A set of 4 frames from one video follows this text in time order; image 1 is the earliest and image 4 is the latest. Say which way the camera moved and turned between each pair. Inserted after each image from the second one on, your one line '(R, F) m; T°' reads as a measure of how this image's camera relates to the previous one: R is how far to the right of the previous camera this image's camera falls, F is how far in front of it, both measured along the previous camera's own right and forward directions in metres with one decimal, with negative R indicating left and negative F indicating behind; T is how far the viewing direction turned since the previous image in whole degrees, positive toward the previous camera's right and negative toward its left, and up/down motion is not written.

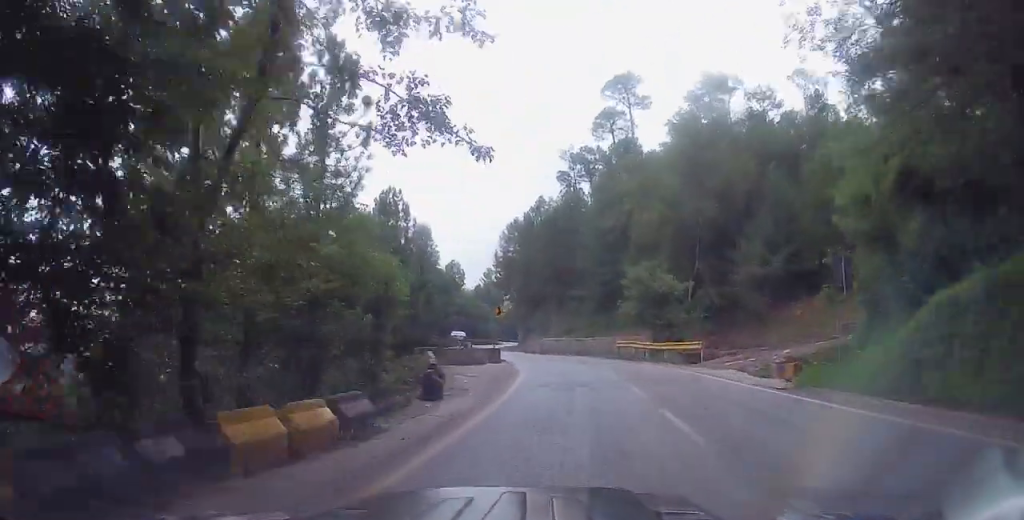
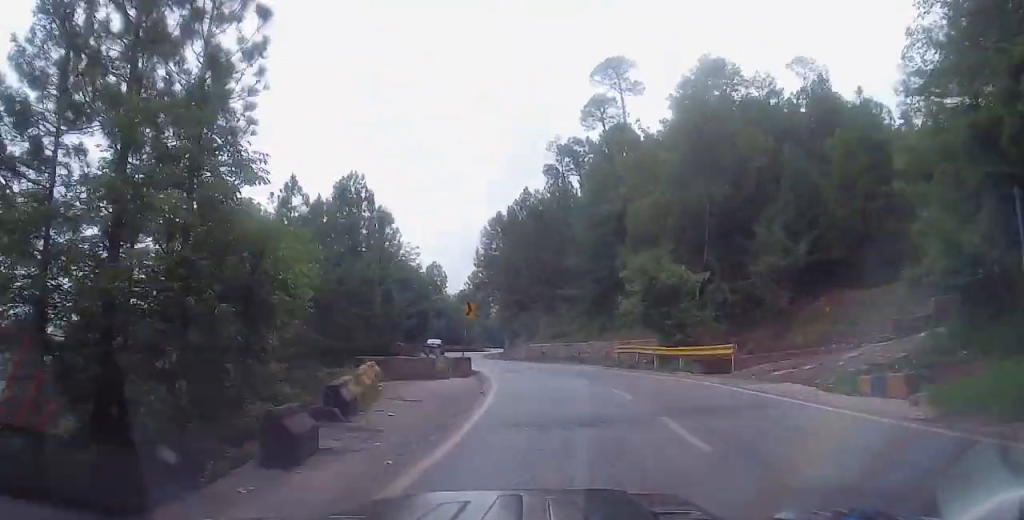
(+0.1, +6.5) m; +1°
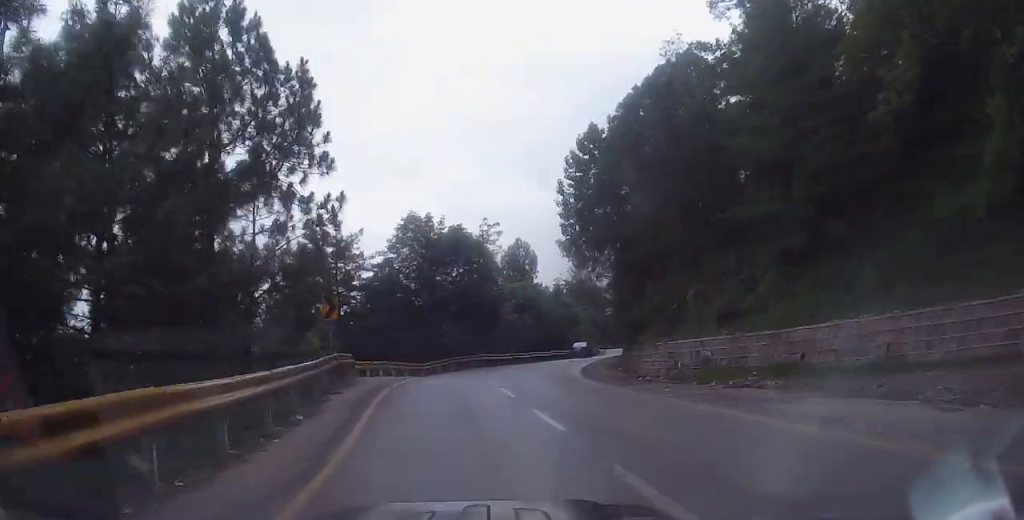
(-1.7, +27.2) m; -14°
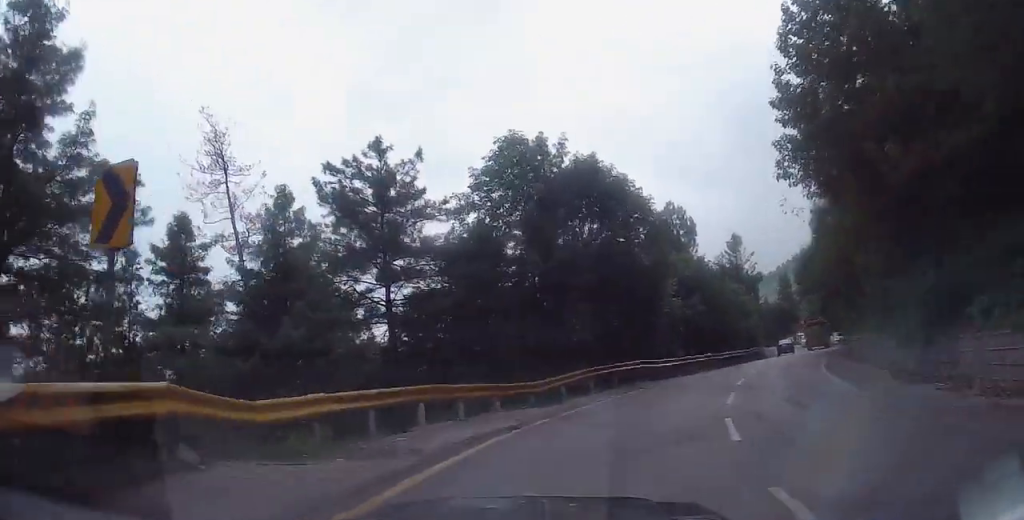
(-2.0, +18.4) m; -4°
